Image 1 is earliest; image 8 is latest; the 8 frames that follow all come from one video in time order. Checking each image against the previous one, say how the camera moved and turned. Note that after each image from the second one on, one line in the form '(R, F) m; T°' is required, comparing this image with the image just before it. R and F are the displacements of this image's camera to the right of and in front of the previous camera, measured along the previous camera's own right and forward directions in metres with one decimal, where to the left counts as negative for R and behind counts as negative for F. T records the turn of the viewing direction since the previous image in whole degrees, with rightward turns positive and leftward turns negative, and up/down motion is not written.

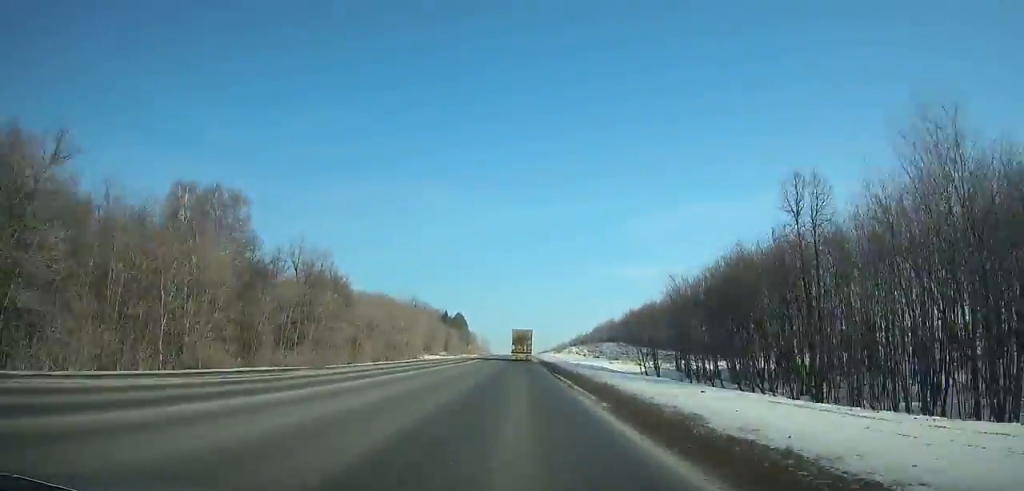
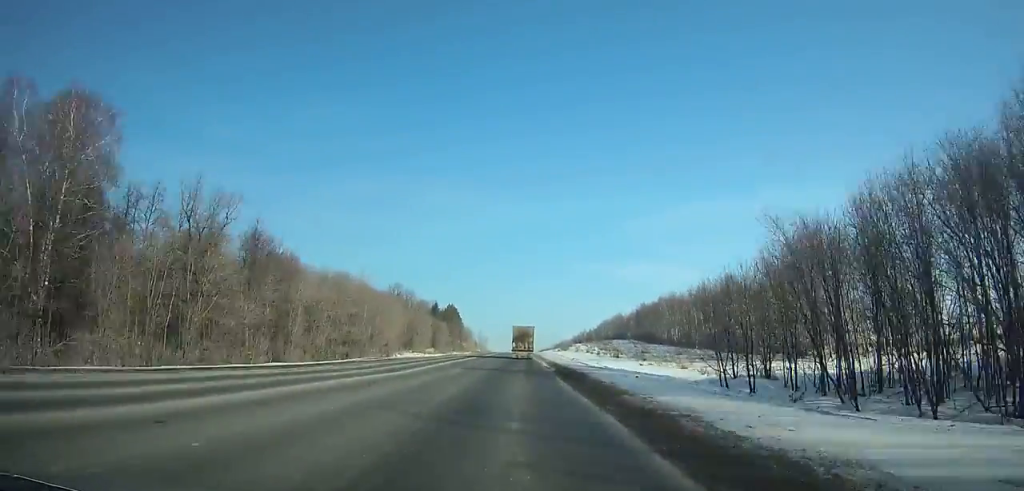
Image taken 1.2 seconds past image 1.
(0.0, +27.7) m; 0°
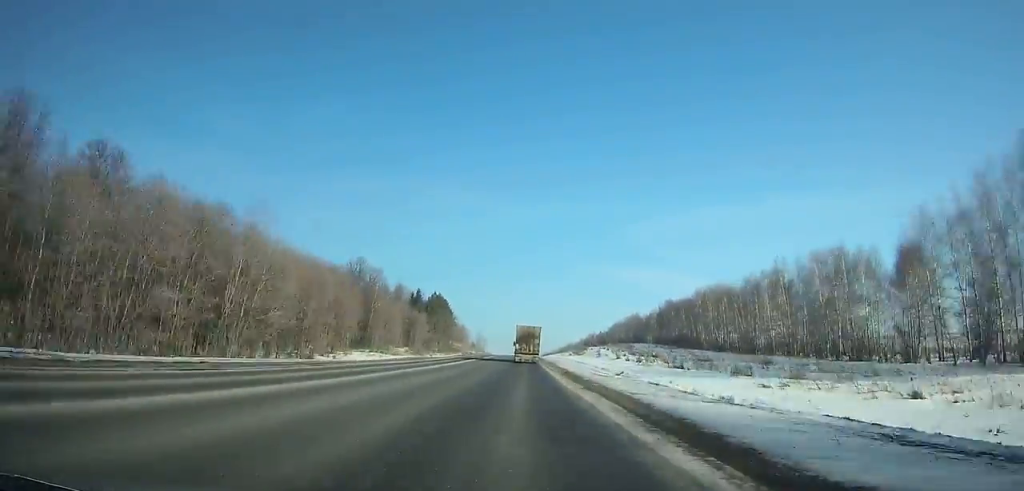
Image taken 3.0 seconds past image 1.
(-0.1, +41.6) m; 0°
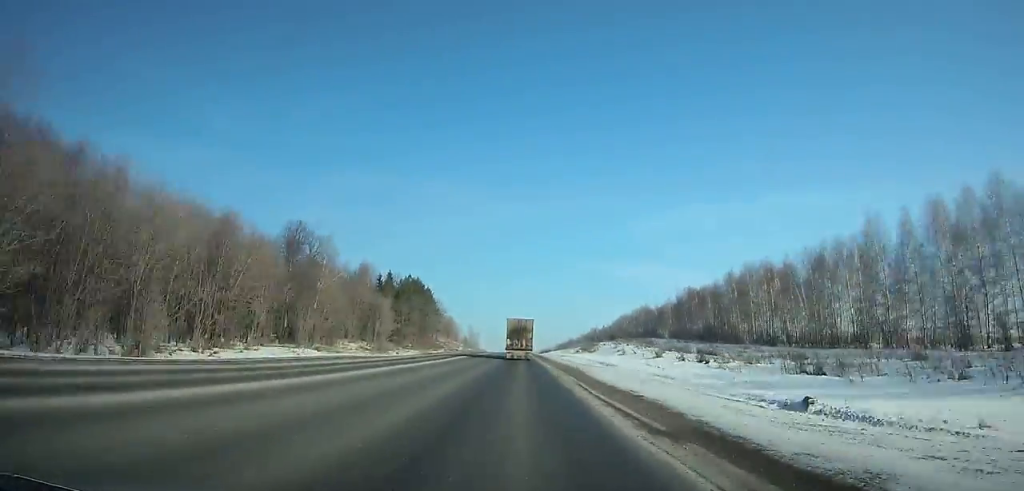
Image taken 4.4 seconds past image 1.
(+0.2, +32.1) m; 0°
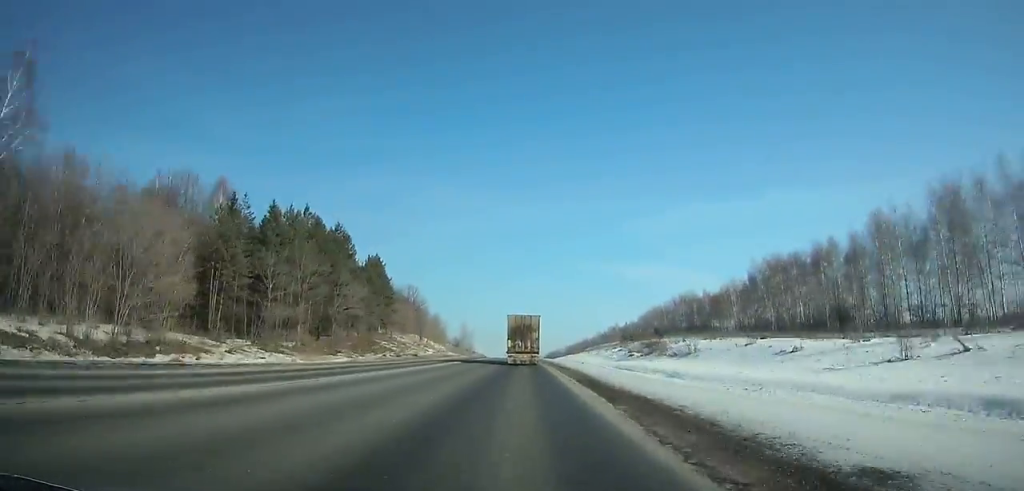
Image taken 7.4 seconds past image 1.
(+0.2, +68.9) m; 0°
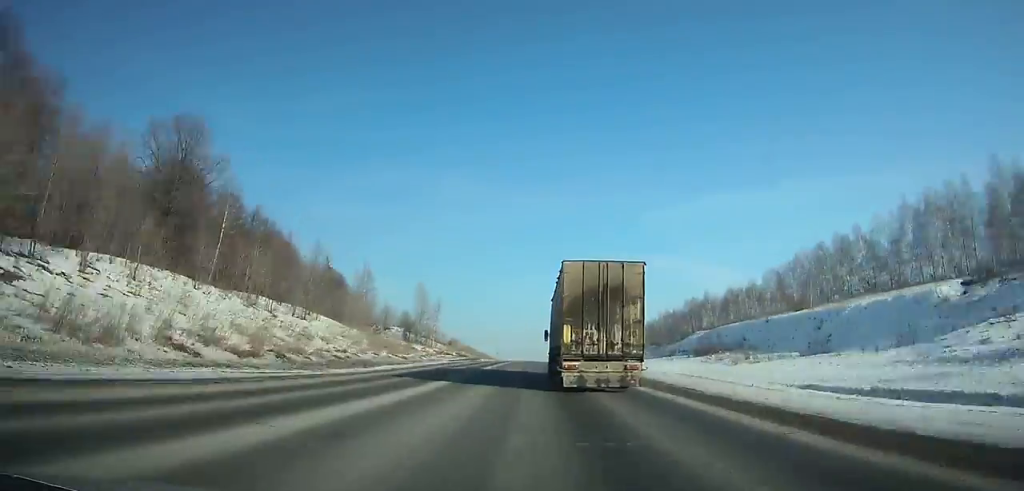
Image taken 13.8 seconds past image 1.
(-1.8, +152.6) m; 0°
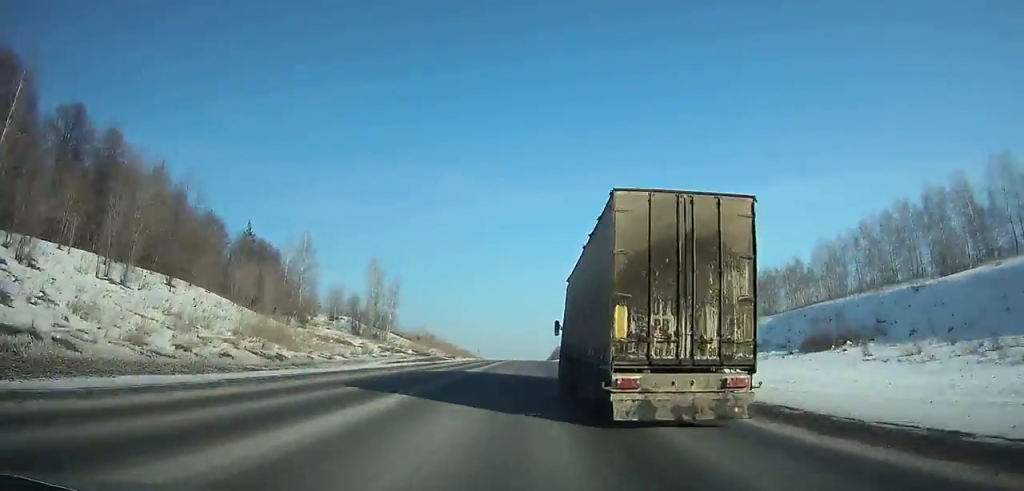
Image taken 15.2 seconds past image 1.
(0.0, +35.1) m; 0°
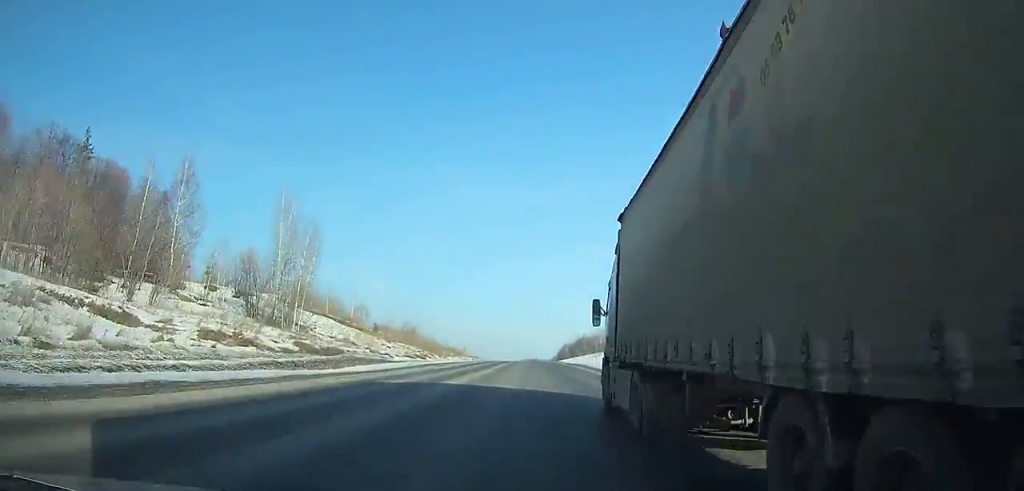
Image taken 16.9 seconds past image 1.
(+0.3, +44.3) m; 0°
